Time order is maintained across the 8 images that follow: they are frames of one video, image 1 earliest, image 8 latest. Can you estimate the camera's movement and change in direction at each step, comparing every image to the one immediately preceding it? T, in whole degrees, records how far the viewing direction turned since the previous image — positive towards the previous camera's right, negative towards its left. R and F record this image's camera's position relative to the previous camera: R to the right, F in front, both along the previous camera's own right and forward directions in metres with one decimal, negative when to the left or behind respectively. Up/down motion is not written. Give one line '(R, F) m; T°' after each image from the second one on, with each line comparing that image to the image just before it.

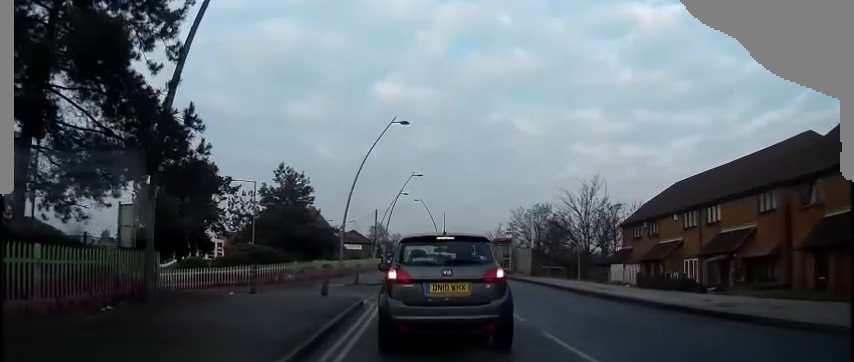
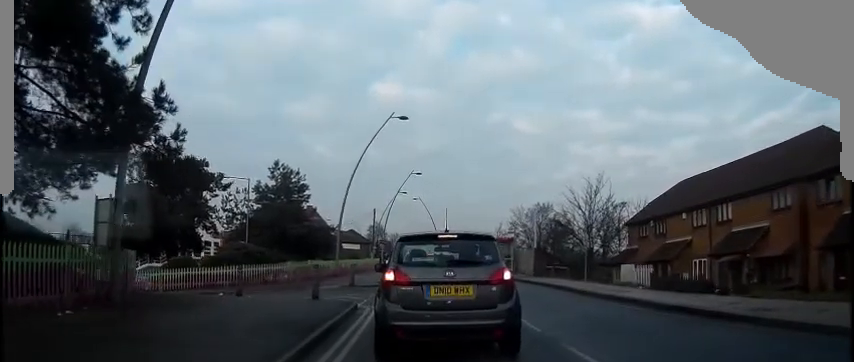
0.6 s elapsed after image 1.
(0.0, +1.3) m; 0°
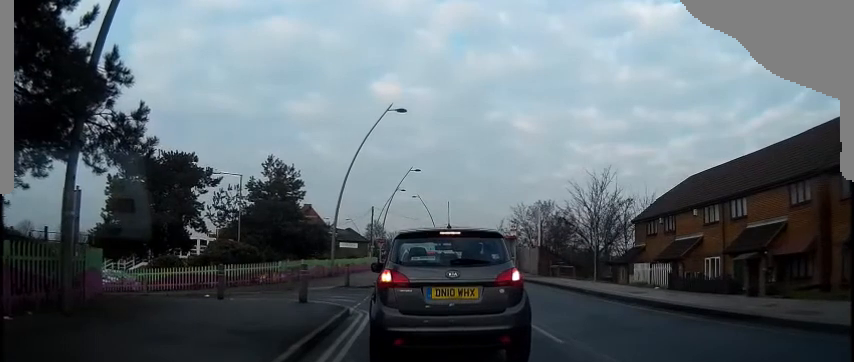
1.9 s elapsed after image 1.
(0.0, +1.7) m; 0°
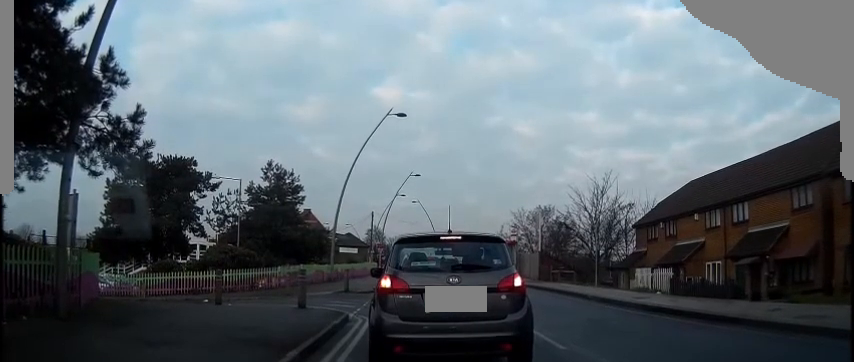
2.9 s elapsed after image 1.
(0.0, +0.4) m; 0°
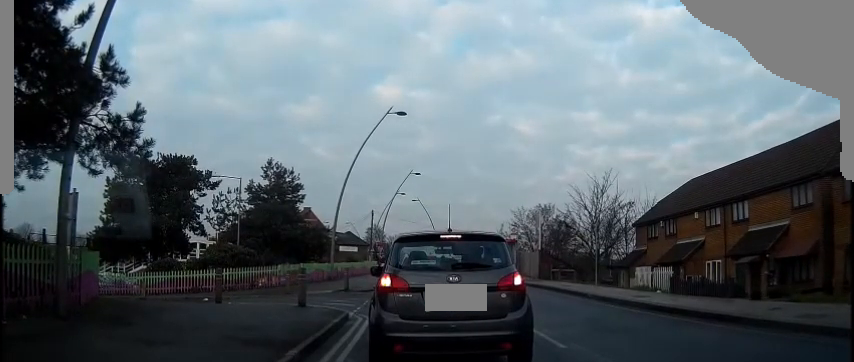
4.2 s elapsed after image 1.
(0.0, +0.1) m; 0°
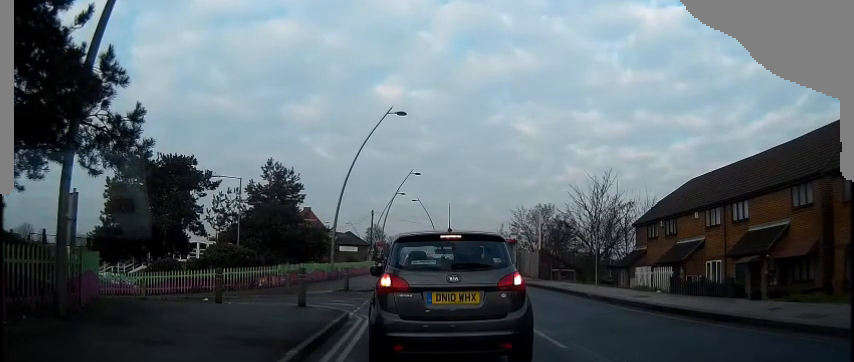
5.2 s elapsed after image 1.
(0.0, 0.0) m; 0°
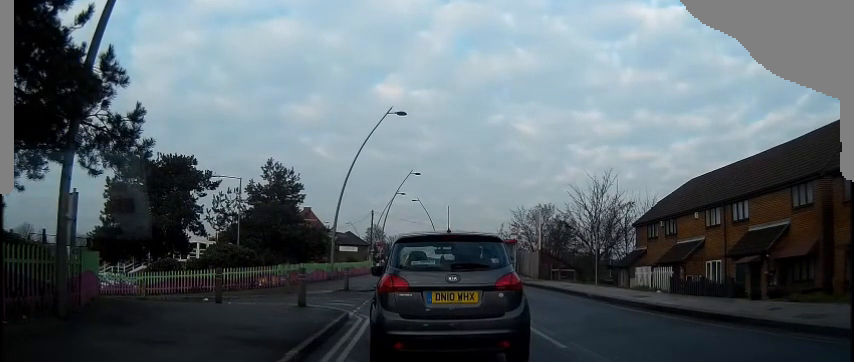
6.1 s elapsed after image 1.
(0.0, 0.0) m; 0°
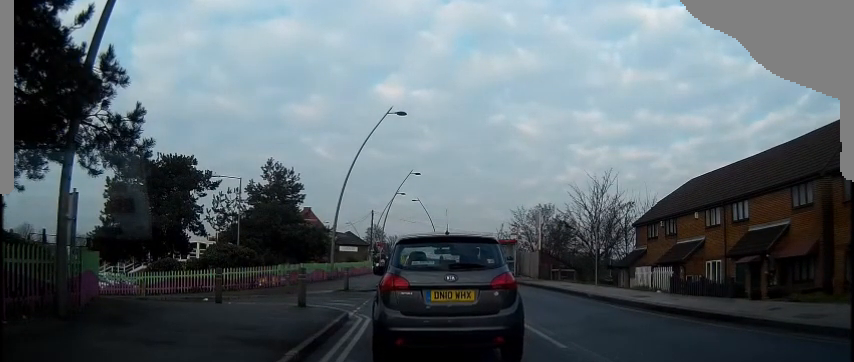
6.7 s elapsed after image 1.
(0.0, +0.1) m; 0°
